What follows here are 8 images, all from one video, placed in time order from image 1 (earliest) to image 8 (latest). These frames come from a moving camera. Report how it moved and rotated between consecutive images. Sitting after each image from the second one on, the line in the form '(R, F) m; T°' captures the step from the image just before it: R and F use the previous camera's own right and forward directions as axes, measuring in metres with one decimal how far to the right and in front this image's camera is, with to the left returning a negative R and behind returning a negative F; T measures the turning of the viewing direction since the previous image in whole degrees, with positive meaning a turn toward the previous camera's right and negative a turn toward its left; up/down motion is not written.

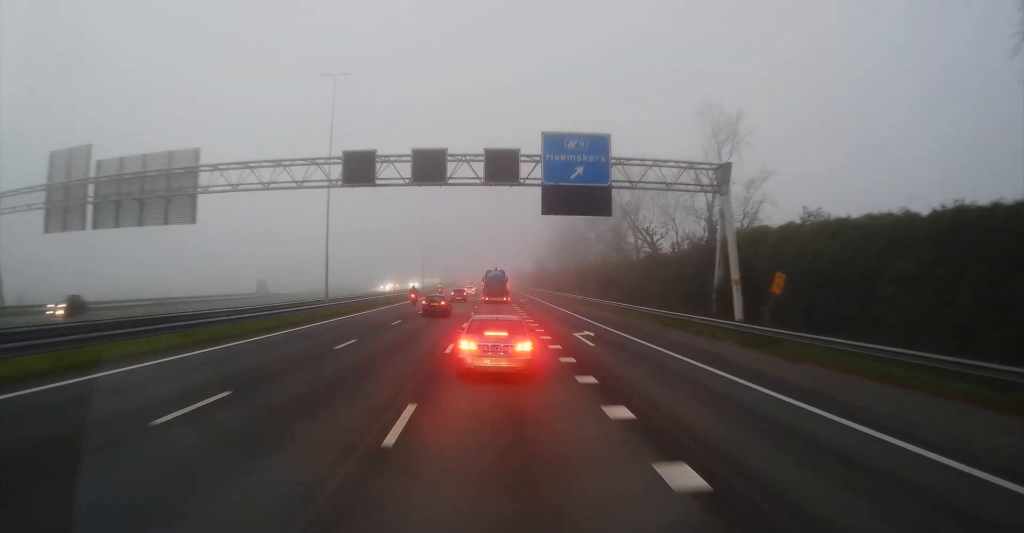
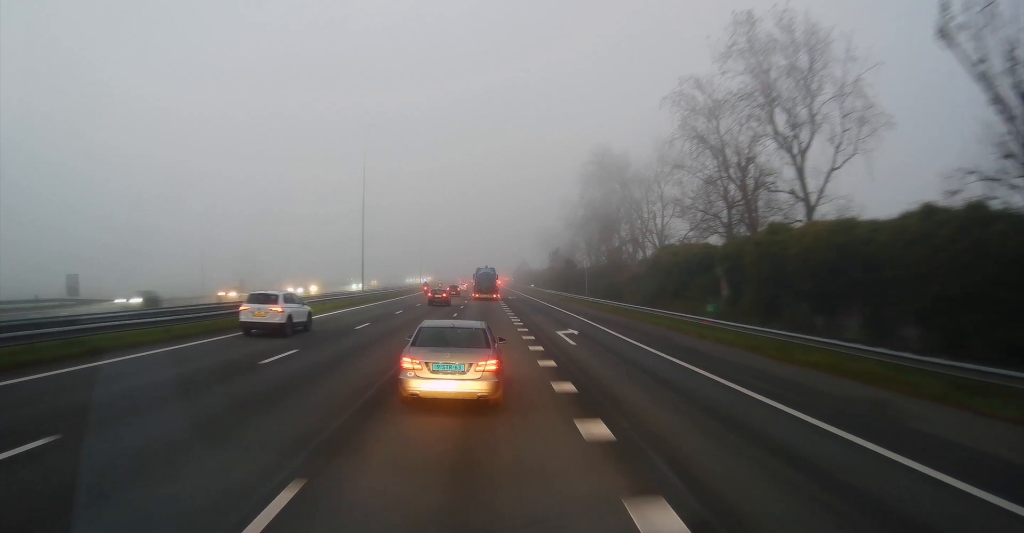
(0.0, +55.7) m; +1°
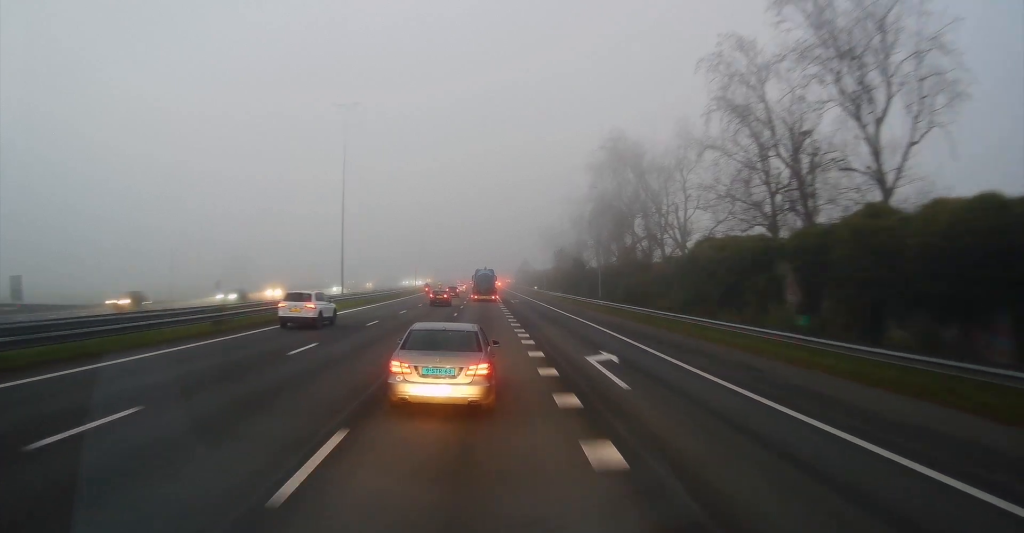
(0.0, +9.2) m; 0°
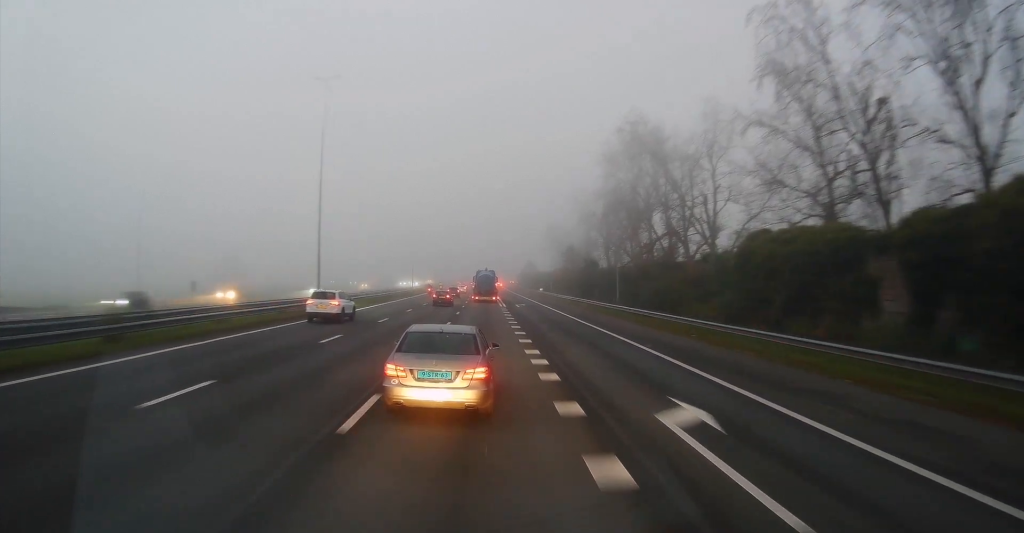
(0.0, +9.2) m; 0°
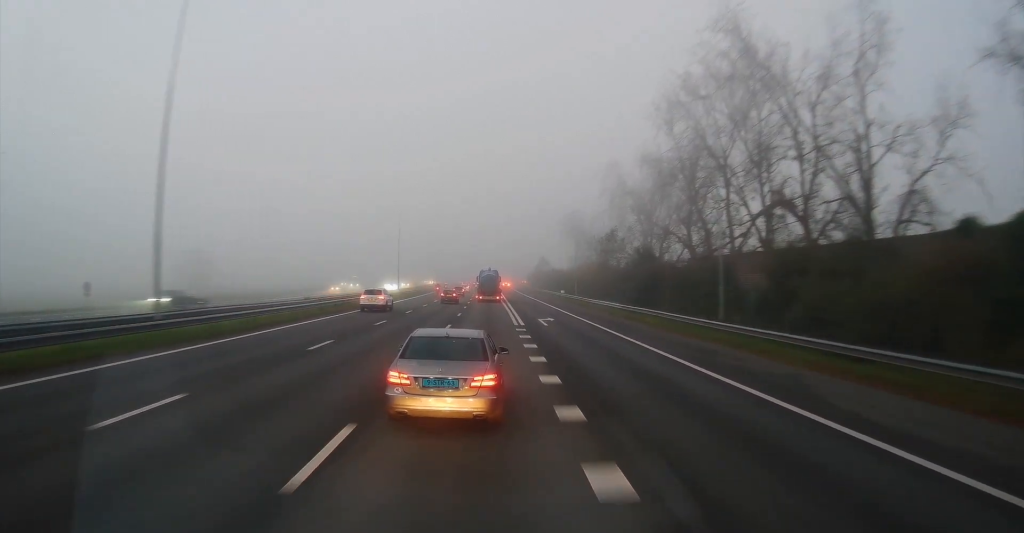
(-0.3, +26.4) m; -1°
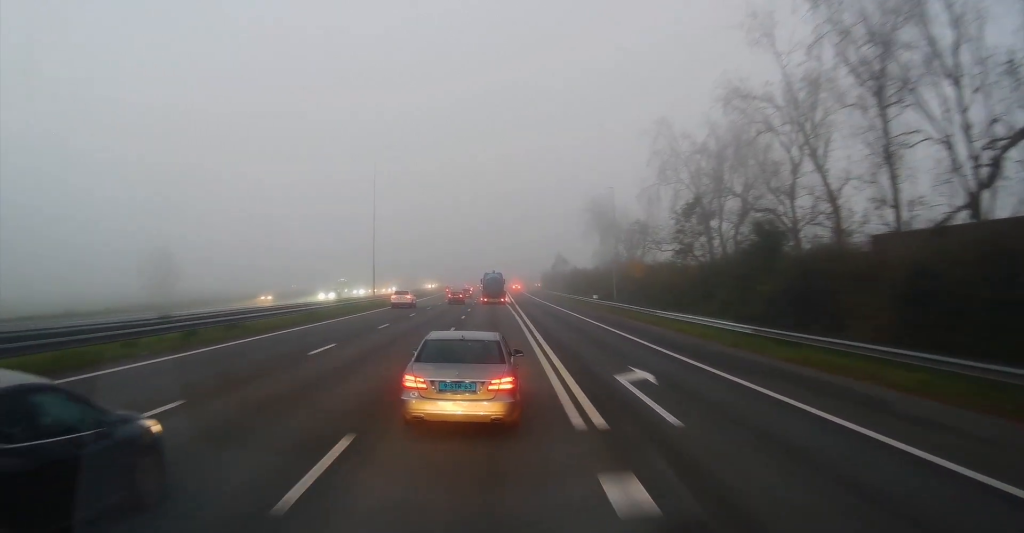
(-0.1, +24.7) m; -1°
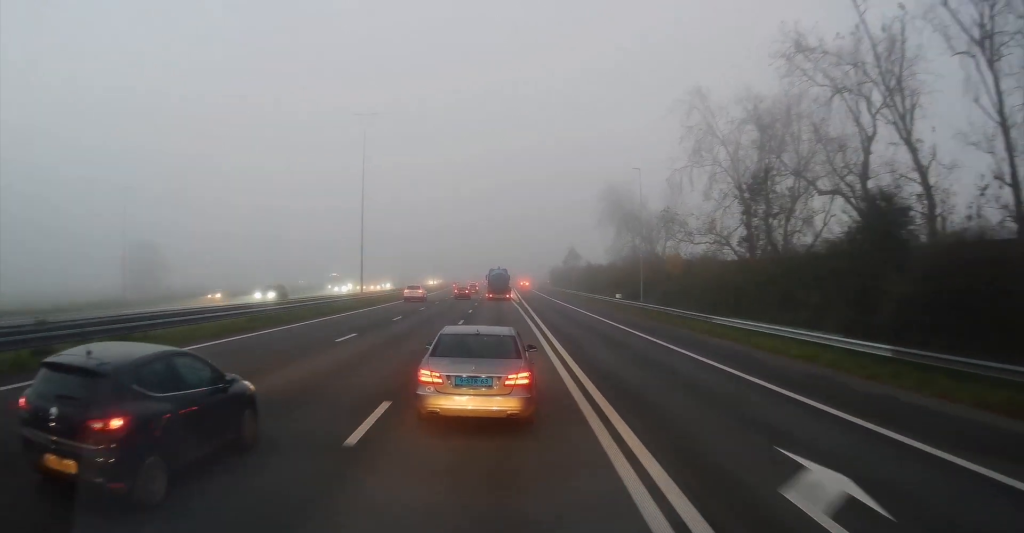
(-0.2, +9.2) m; 0°
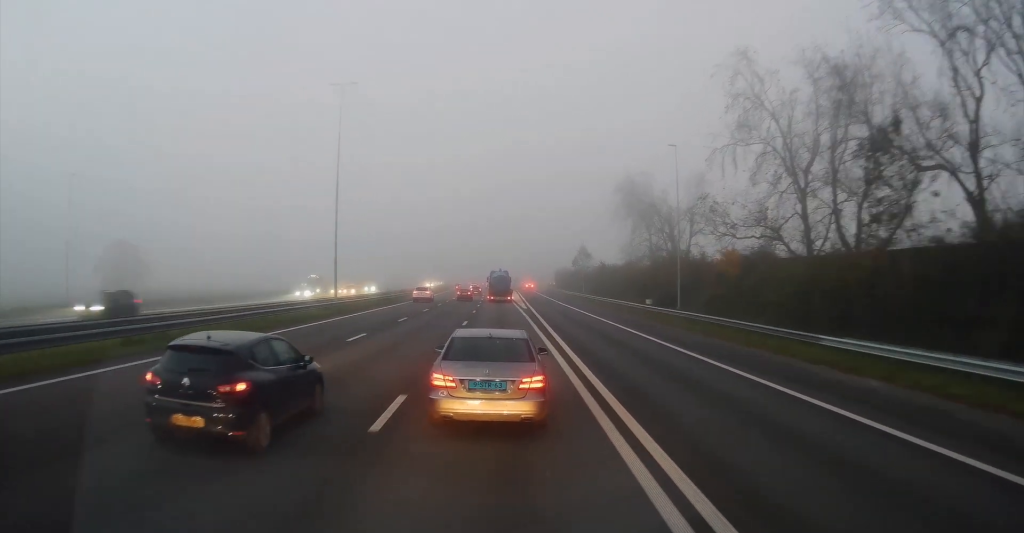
(-0.1, +11.0) m; 0°
